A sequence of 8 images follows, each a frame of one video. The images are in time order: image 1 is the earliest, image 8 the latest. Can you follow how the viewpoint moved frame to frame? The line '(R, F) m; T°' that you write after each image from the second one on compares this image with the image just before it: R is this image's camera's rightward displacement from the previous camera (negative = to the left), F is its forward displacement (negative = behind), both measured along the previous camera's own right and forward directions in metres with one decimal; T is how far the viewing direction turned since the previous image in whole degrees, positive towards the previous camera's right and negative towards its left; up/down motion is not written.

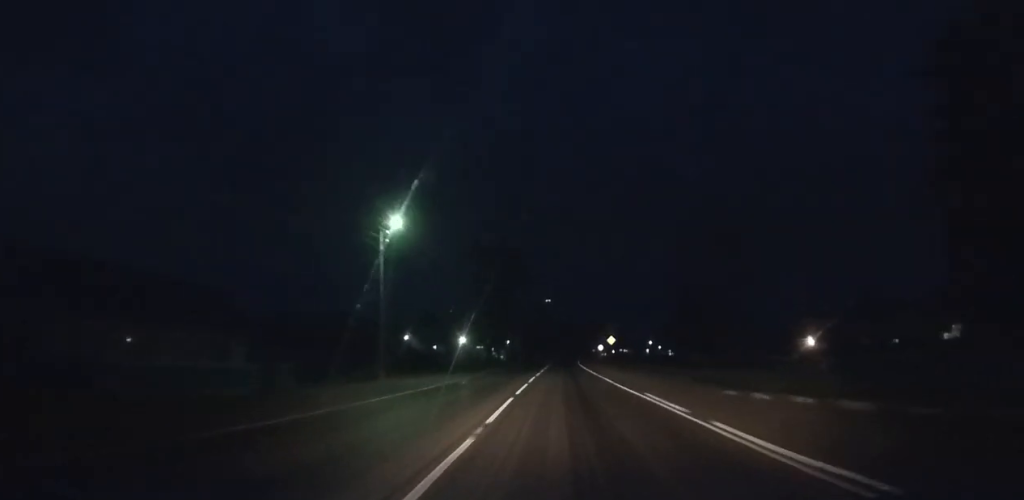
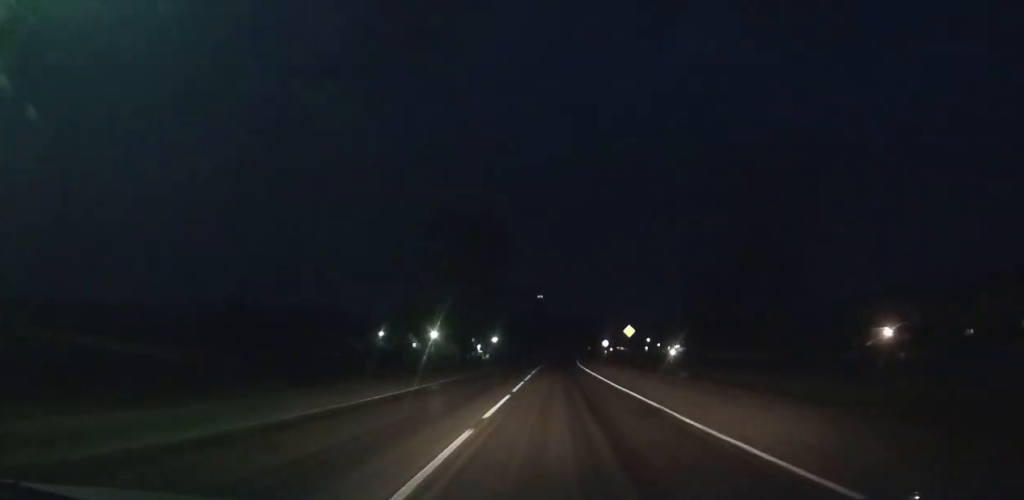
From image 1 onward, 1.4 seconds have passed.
(0.0, +24.4) m; 0°
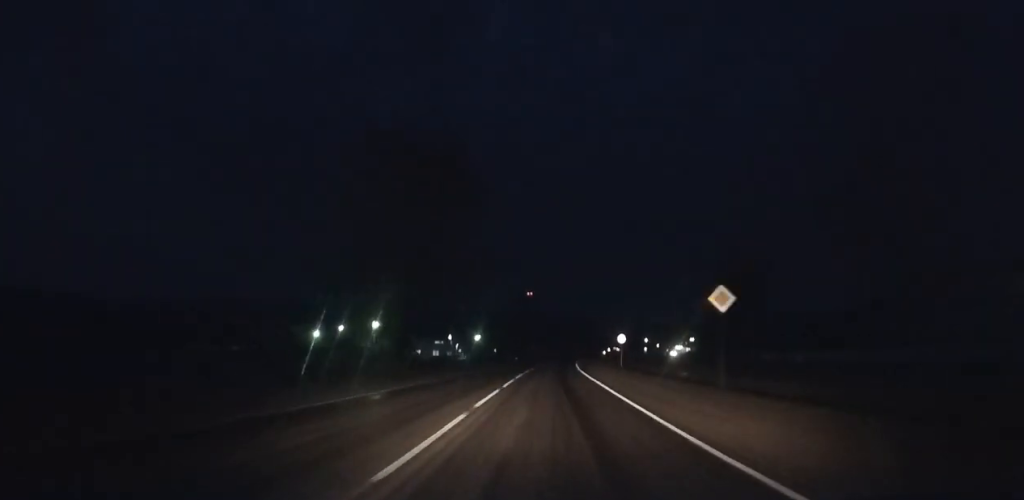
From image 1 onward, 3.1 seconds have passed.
(0.0, +29.6) m; +1°
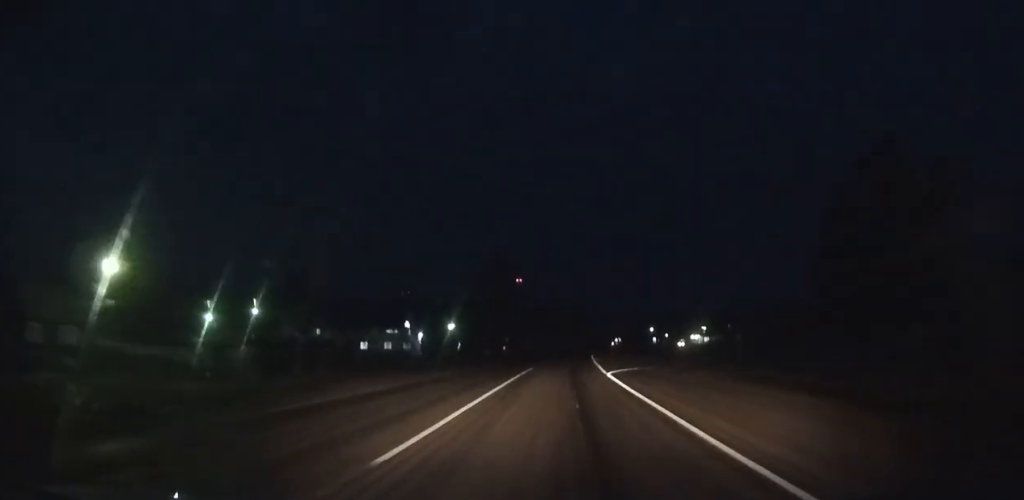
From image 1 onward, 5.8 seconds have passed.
(+0.6, +47.0) m; +2°
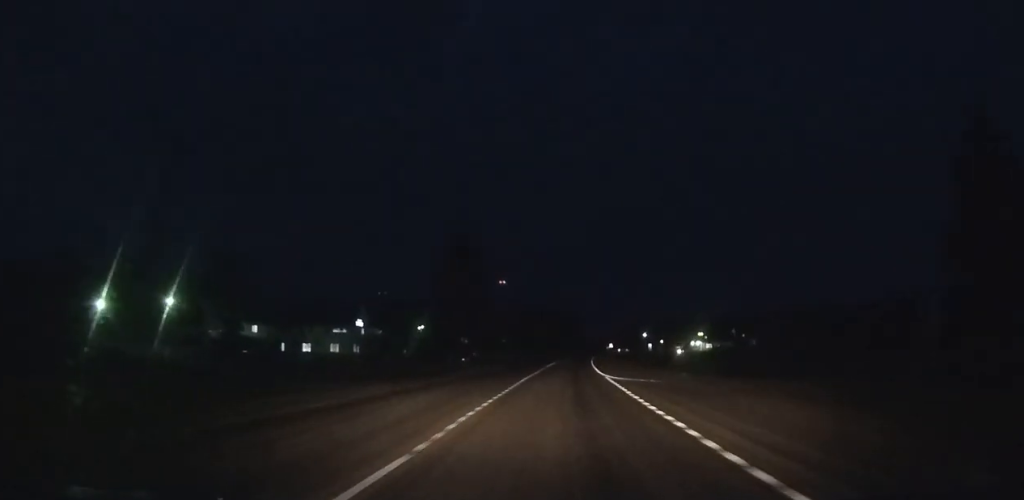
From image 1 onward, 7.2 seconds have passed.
(+0.3, +24.2) m; +1°
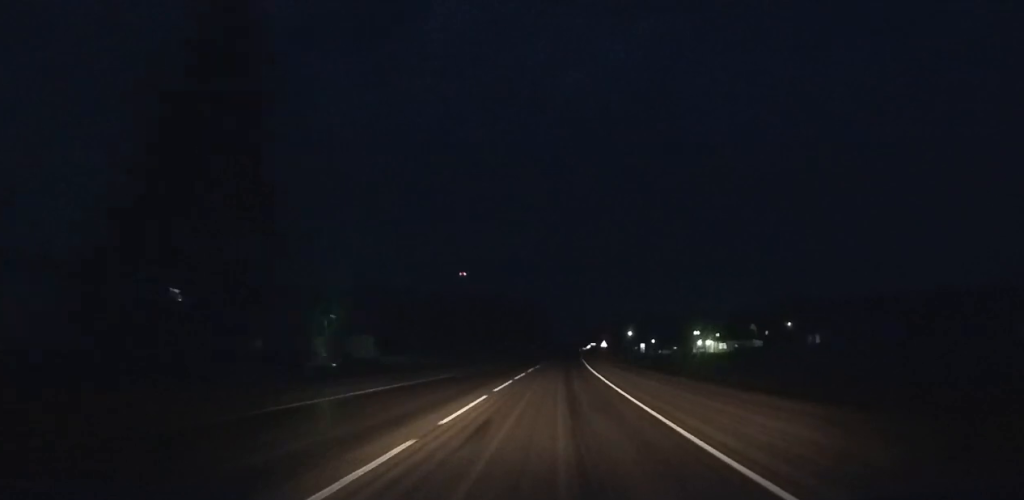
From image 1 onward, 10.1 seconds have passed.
(+0.9, +50.4) m; +2°
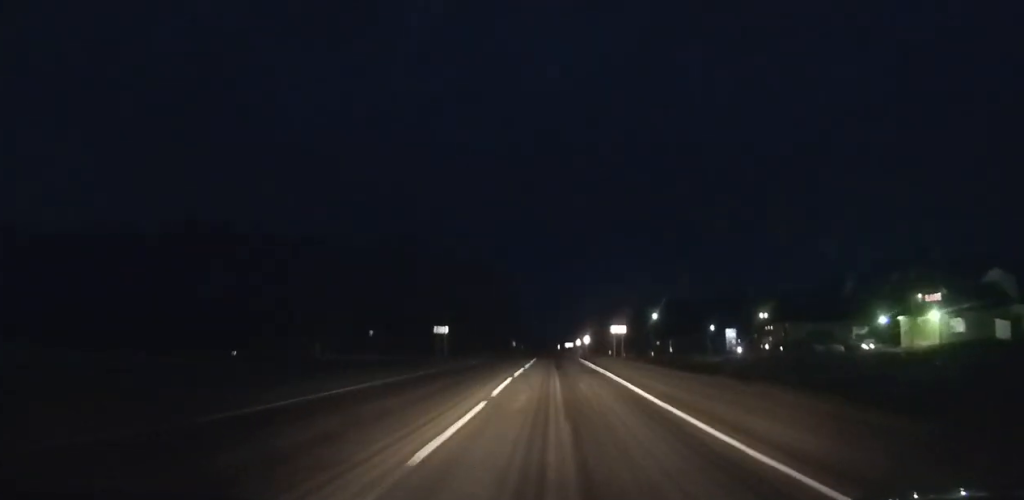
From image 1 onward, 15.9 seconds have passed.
(+3.1, +105.3) m; +3°
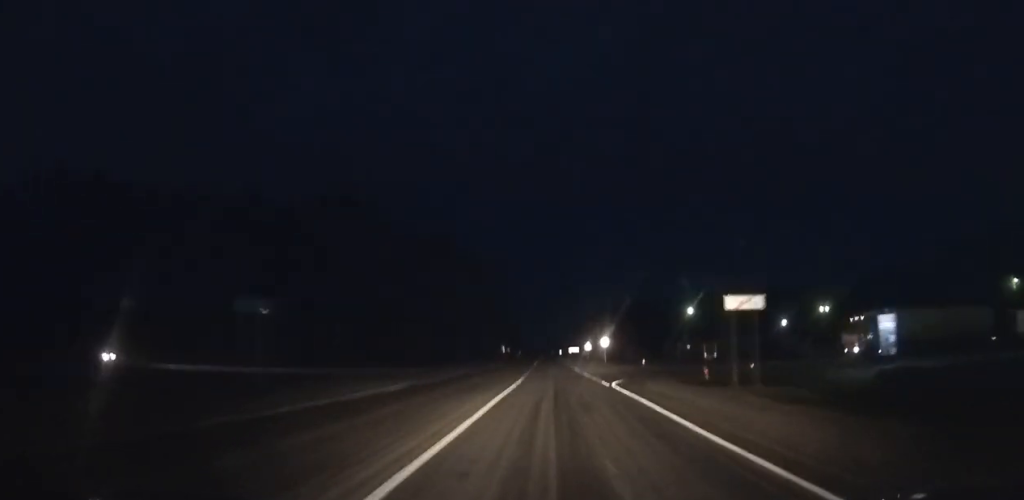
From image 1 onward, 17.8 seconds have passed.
(+0.2, +34.6) m; 0°
